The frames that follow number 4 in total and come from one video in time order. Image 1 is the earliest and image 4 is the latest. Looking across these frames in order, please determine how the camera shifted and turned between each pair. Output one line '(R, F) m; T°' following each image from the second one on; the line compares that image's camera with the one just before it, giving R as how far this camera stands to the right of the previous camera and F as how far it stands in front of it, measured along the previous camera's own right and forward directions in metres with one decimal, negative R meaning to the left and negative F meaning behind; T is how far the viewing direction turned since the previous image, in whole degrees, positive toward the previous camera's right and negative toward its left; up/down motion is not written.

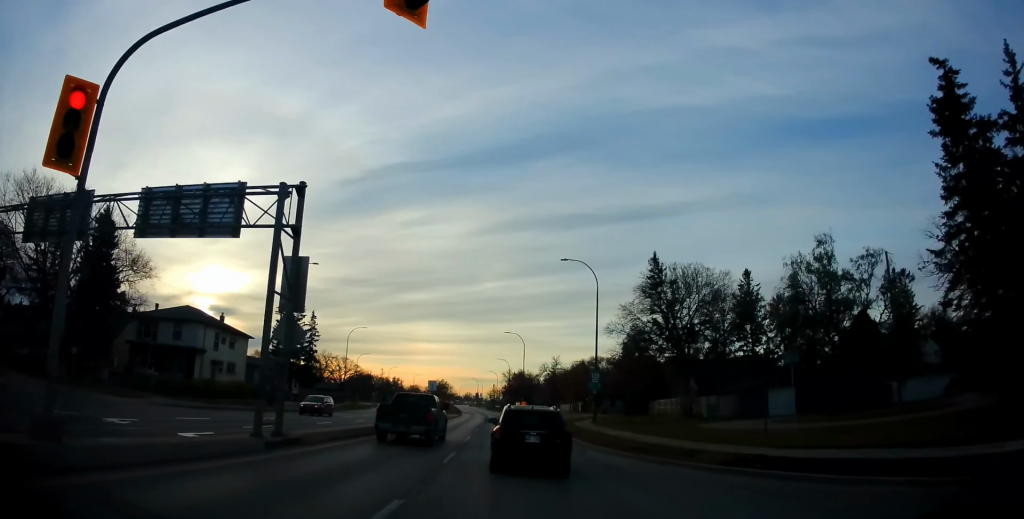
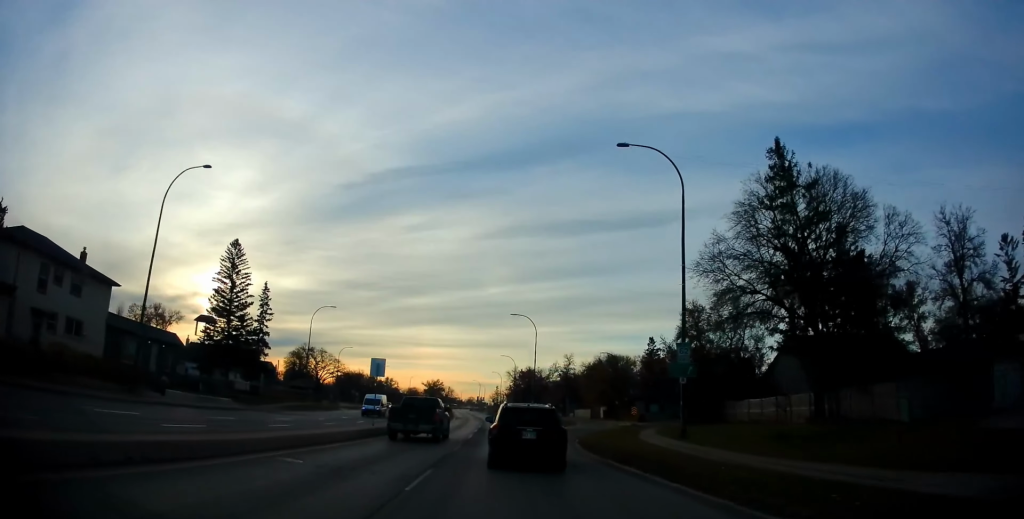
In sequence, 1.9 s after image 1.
(-1.2, +23.5) m; -3°
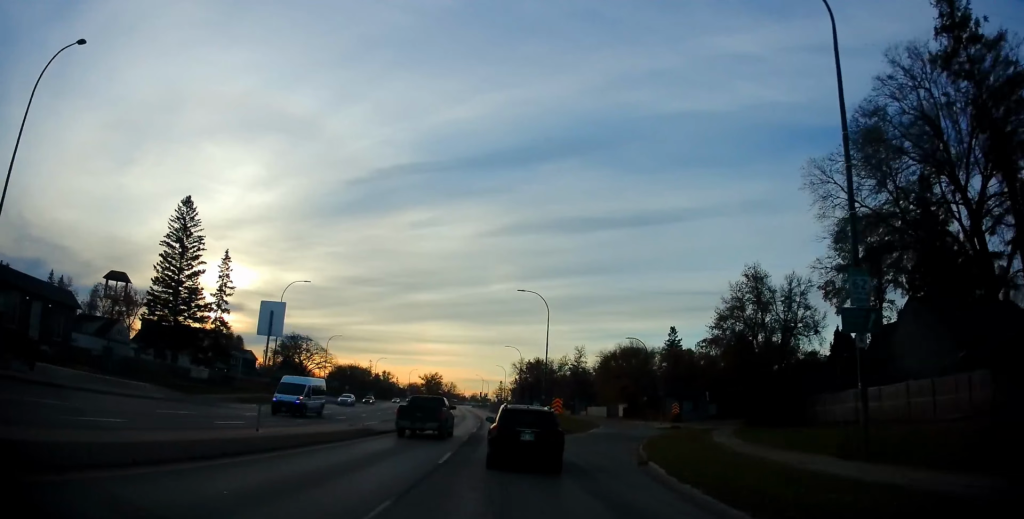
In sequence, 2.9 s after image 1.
(+0.5, +13.9) m; +1°
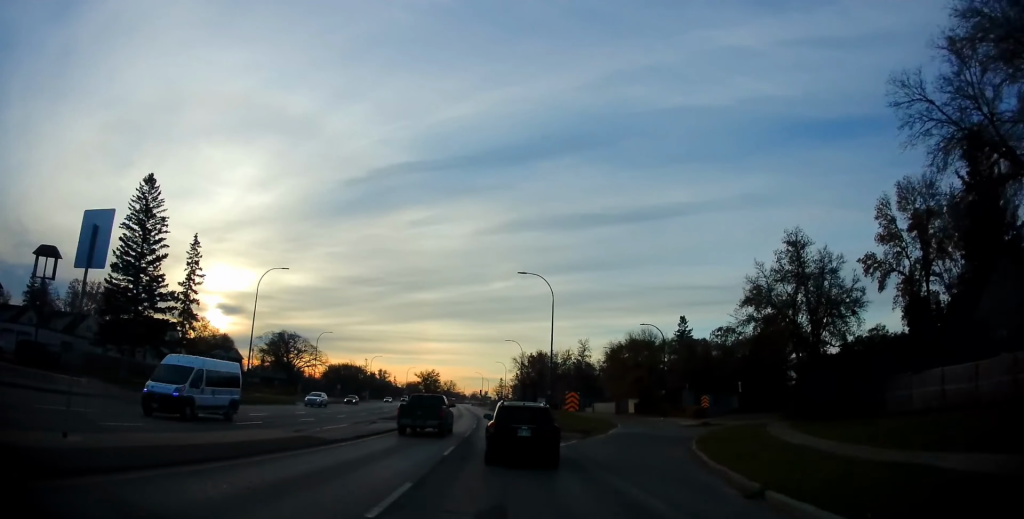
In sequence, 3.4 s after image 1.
(-0.1, +7.3) m; -1°
